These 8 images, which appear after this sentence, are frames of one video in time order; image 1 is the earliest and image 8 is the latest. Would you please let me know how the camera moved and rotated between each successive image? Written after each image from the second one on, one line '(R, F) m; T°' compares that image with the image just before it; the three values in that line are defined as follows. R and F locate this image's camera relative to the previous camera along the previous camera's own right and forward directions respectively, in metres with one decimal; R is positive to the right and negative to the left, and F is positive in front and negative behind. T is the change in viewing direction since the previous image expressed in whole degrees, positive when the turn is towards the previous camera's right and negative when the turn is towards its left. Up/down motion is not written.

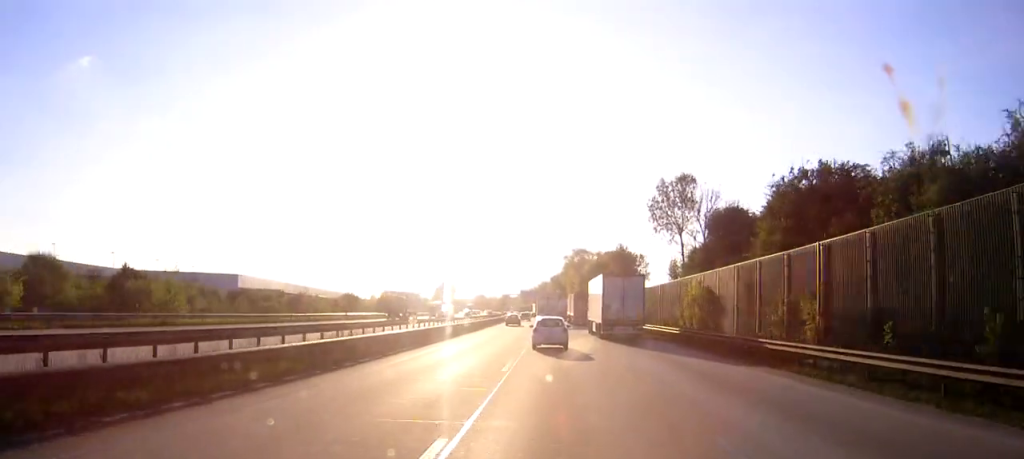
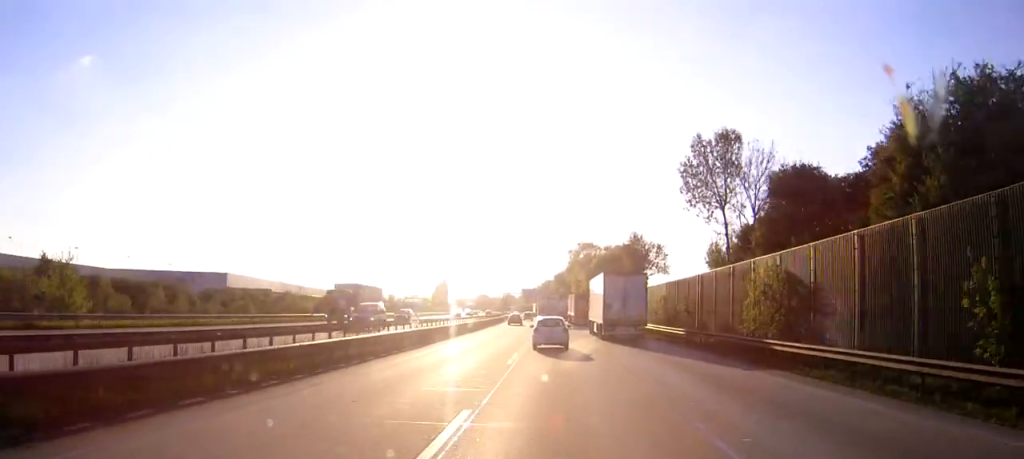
(0.0, +15.0) m; 0°
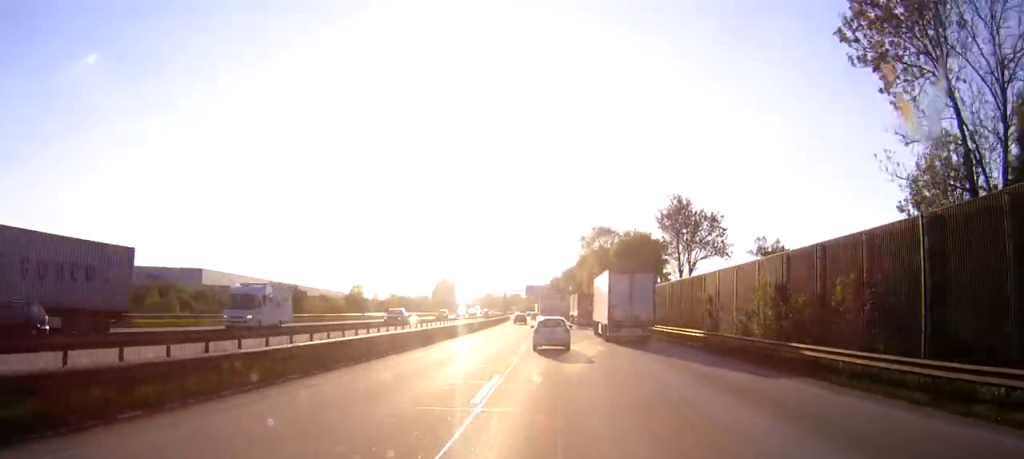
(-0.1, +28.4) m; 0°
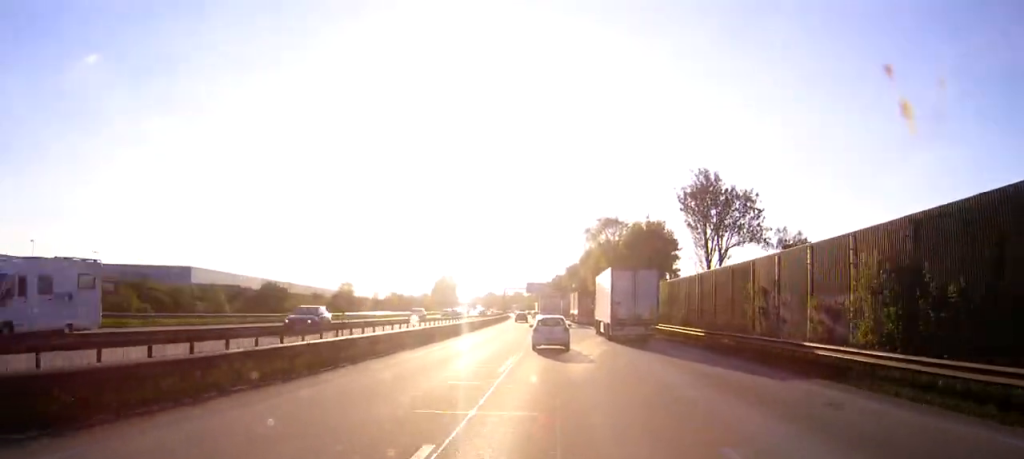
(0.0, +10.9) m; 0°
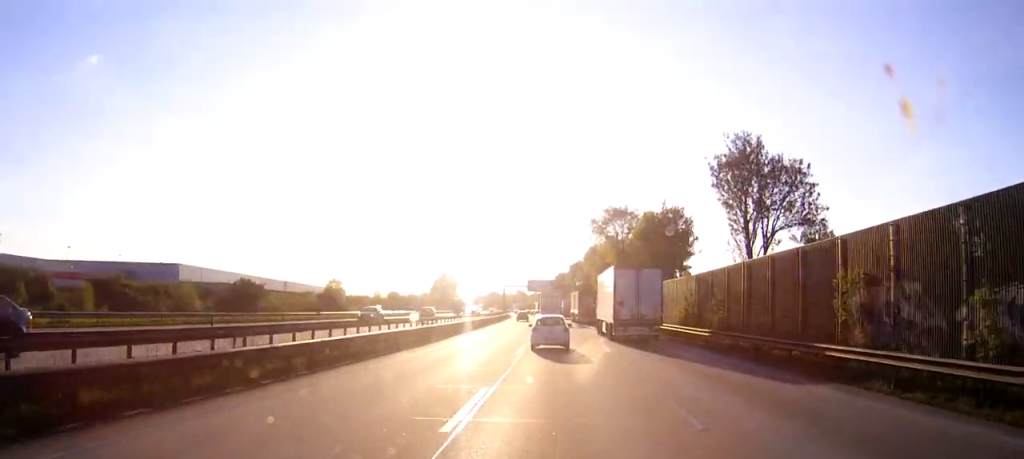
(0.0, +10.9) m; 0°
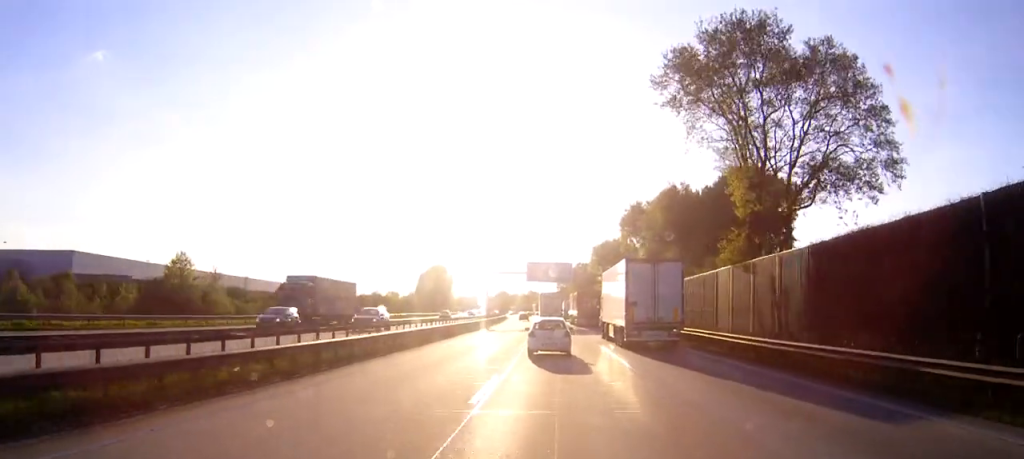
(-0.5, +68.8) m; -1°
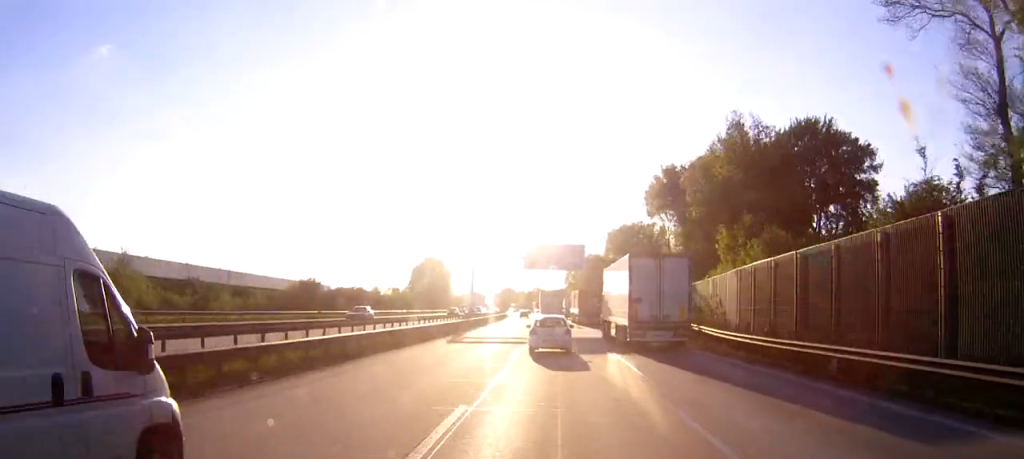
(-0.2, +25.3) m; -1°
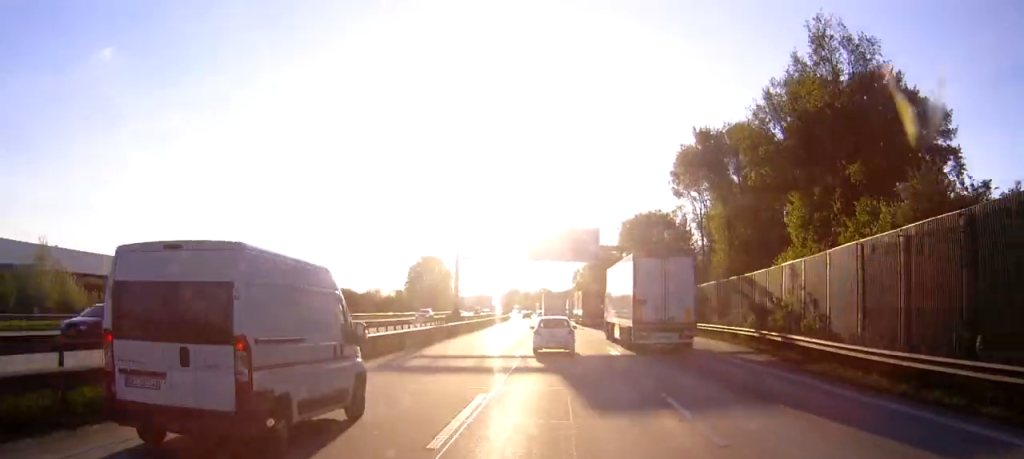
(-0.1, +16.2) m; 0°
